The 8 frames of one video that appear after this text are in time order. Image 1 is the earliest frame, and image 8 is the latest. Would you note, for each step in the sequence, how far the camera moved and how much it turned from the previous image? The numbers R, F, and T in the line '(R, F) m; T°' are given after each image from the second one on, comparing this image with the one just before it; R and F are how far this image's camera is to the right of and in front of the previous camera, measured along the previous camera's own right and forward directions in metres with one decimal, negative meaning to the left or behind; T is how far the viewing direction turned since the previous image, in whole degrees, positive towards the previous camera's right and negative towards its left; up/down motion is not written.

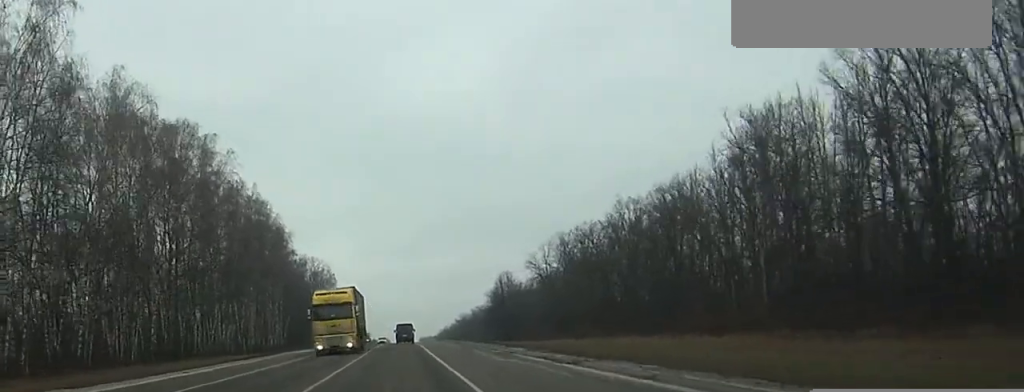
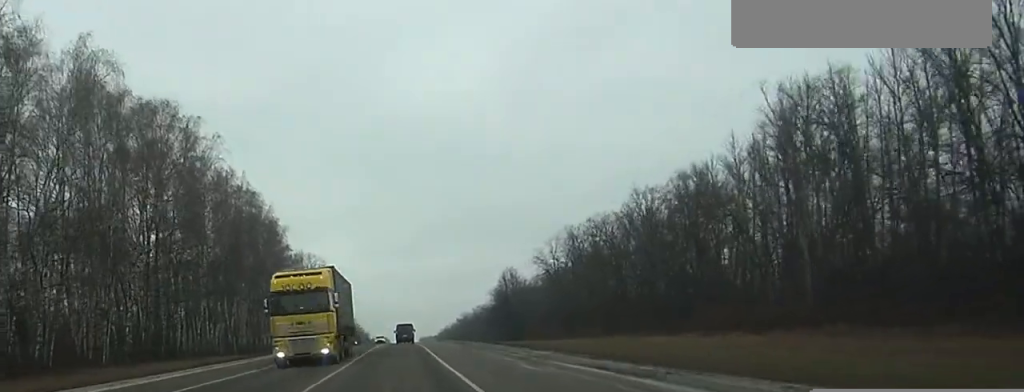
(0.0, +8.2) m; 0°
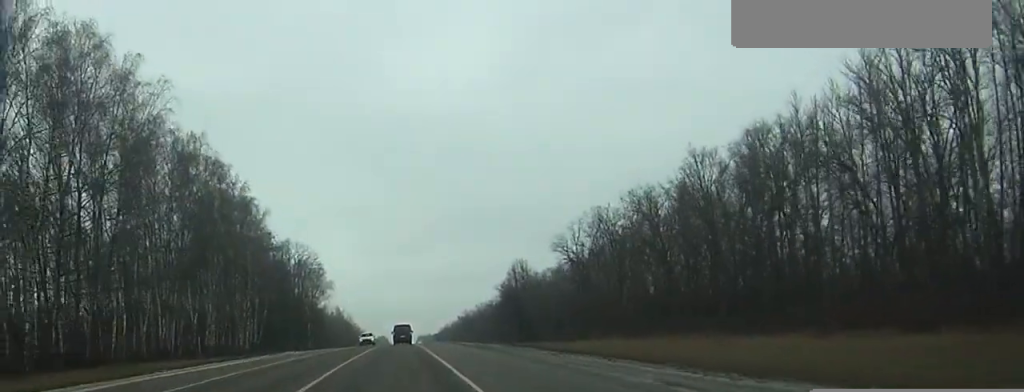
(+0.1, +22.6) m; 0°
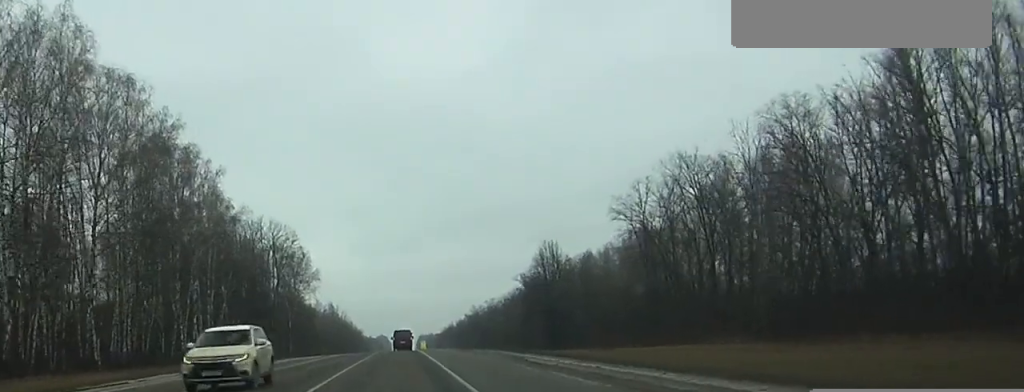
(-0.2, +44.7) m; 0°
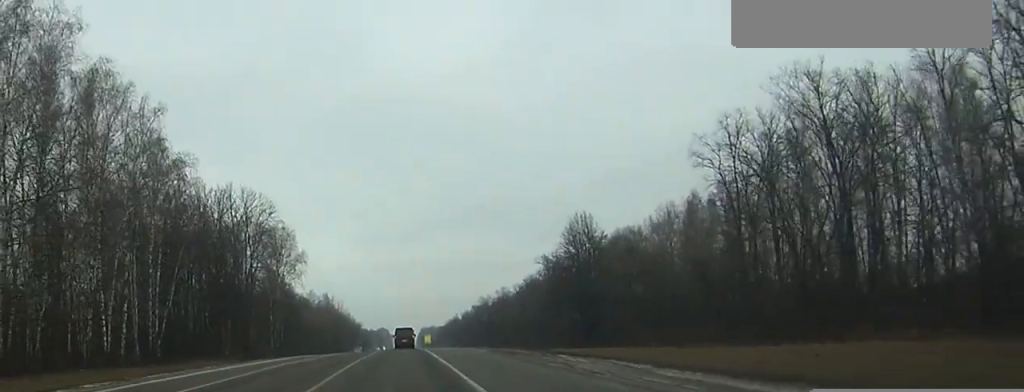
(+0.1, +31.4) m; 0°
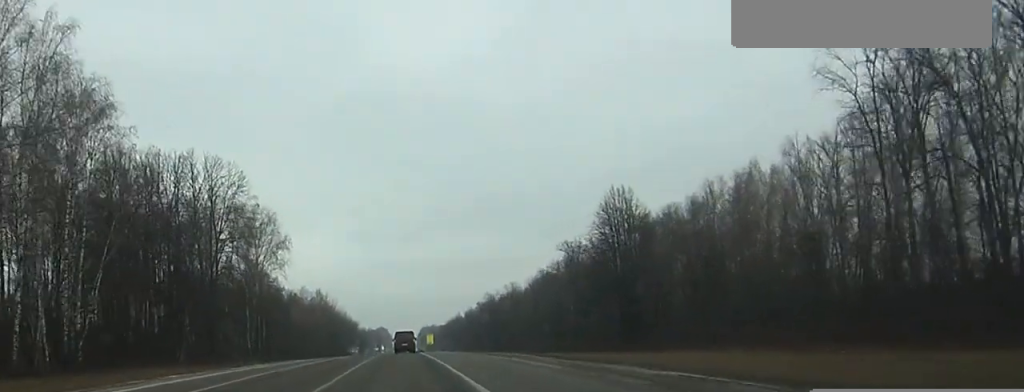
(0.0, +25.1) m; 0°
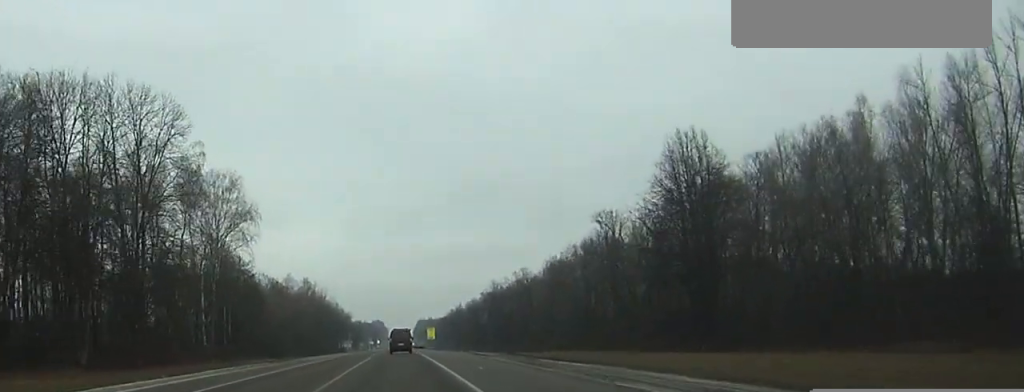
(-0.1, +29.8) m; 0°
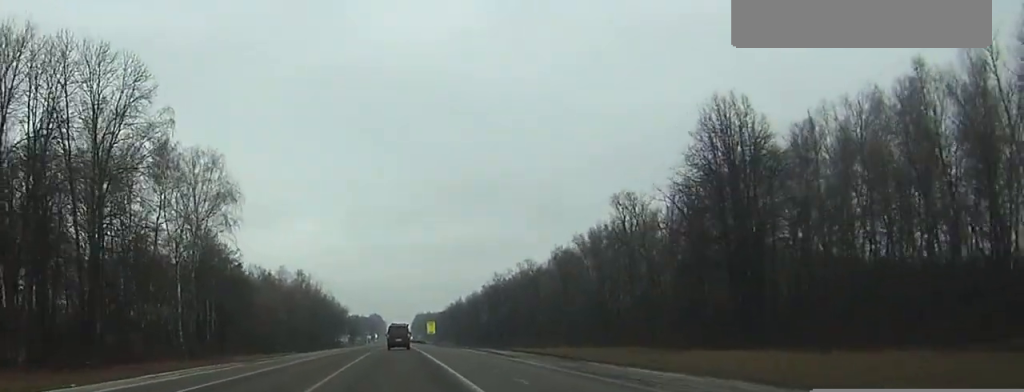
(0.0, +11.1) m; 0°
